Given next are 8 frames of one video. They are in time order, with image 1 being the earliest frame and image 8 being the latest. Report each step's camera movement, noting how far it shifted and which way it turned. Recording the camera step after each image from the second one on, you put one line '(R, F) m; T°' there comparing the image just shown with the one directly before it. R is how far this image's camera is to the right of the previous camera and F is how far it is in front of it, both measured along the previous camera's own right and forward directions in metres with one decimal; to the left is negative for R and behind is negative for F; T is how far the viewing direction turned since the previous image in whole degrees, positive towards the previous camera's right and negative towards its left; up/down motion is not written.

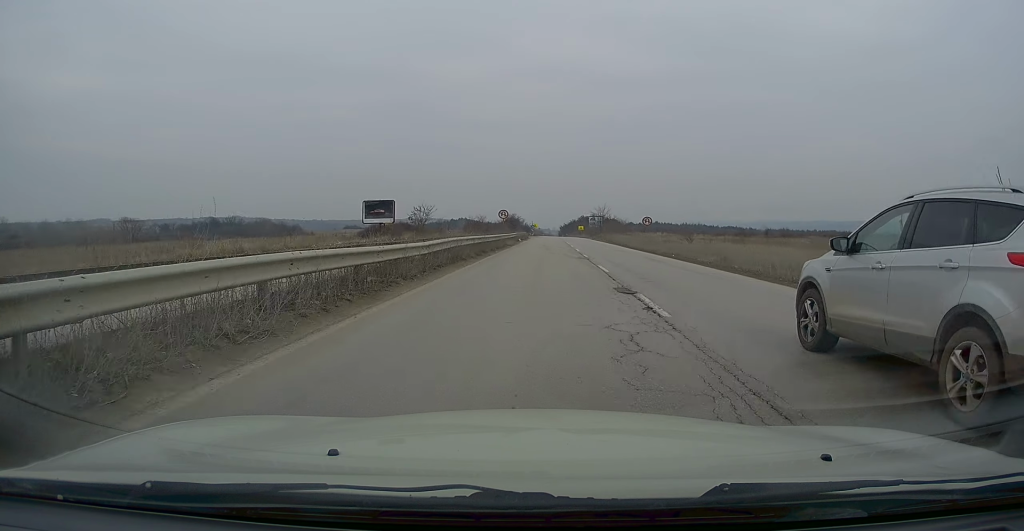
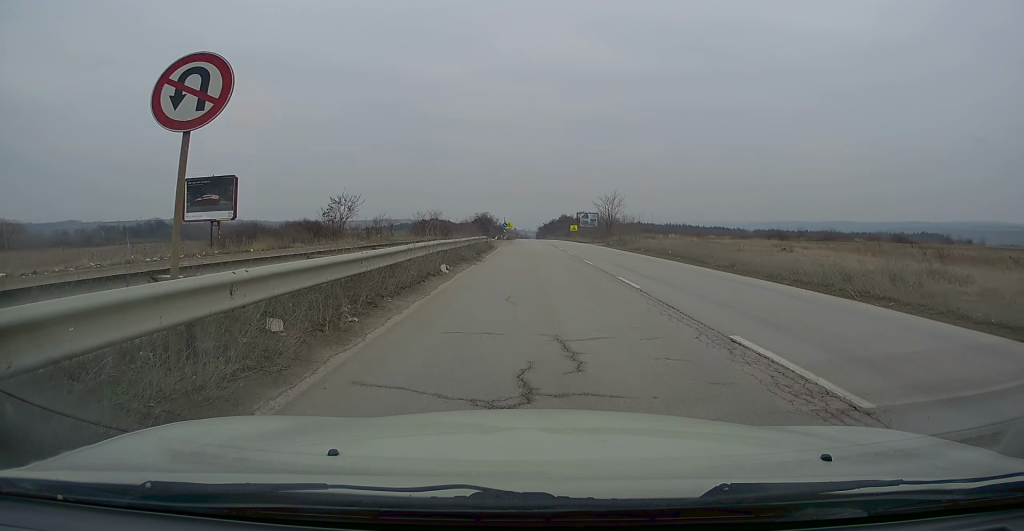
(+0.5, +40.4) m; +1°
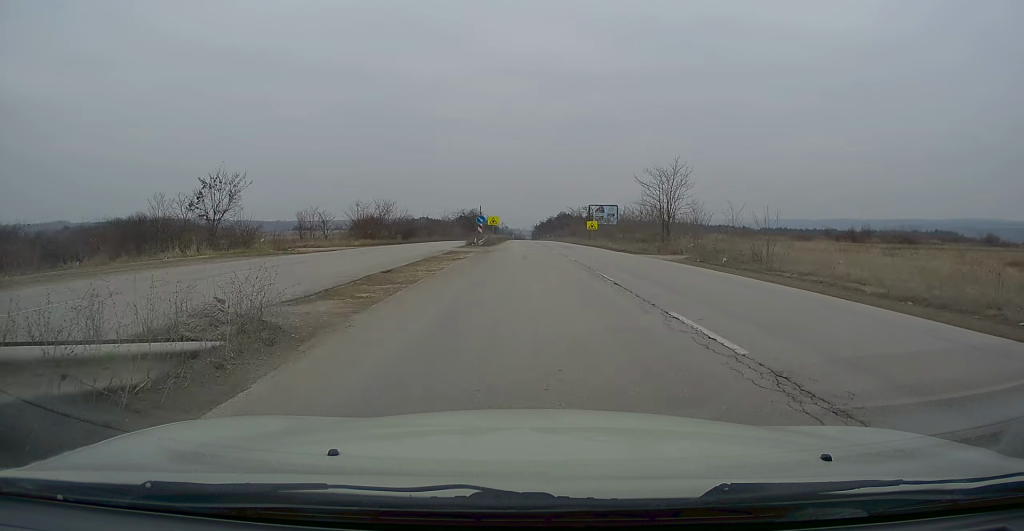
(+0.3, +34.2) m; +1°
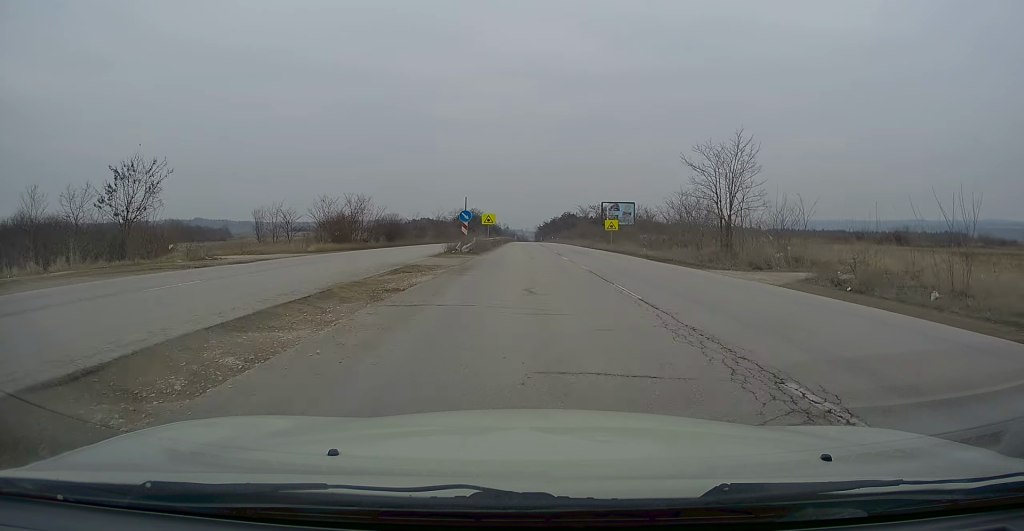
(+0.1, +12.8) m; 0°
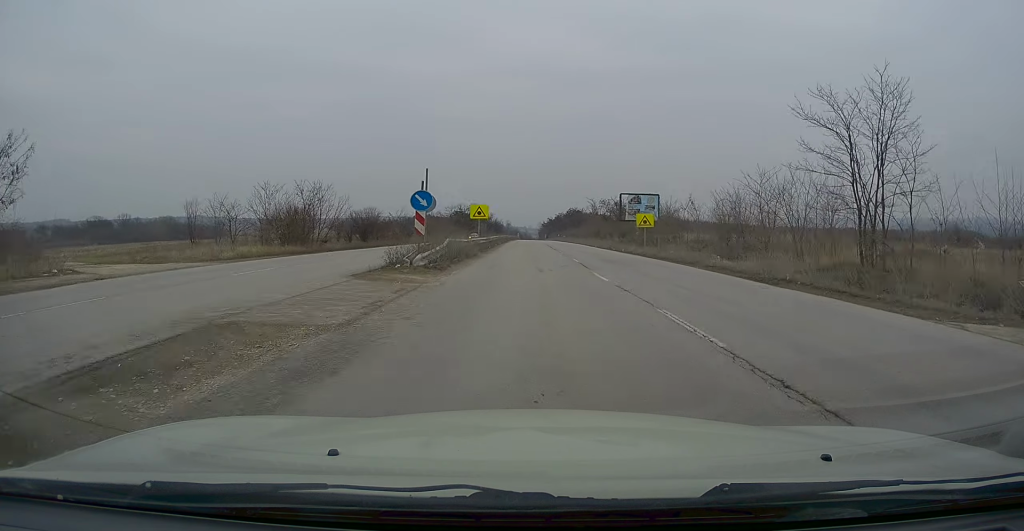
(-0.2, +13.6) m; 0°
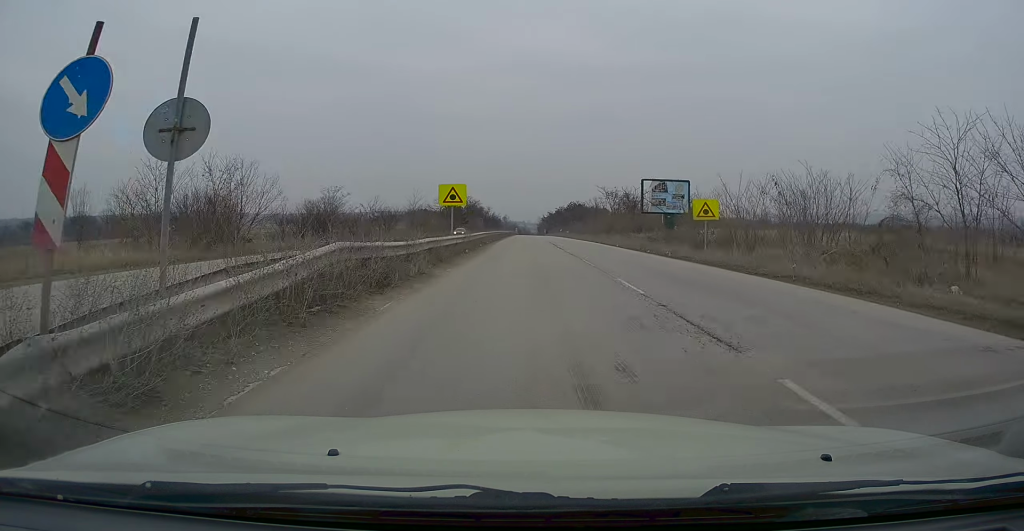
(0.0, +13.6) m; 0°
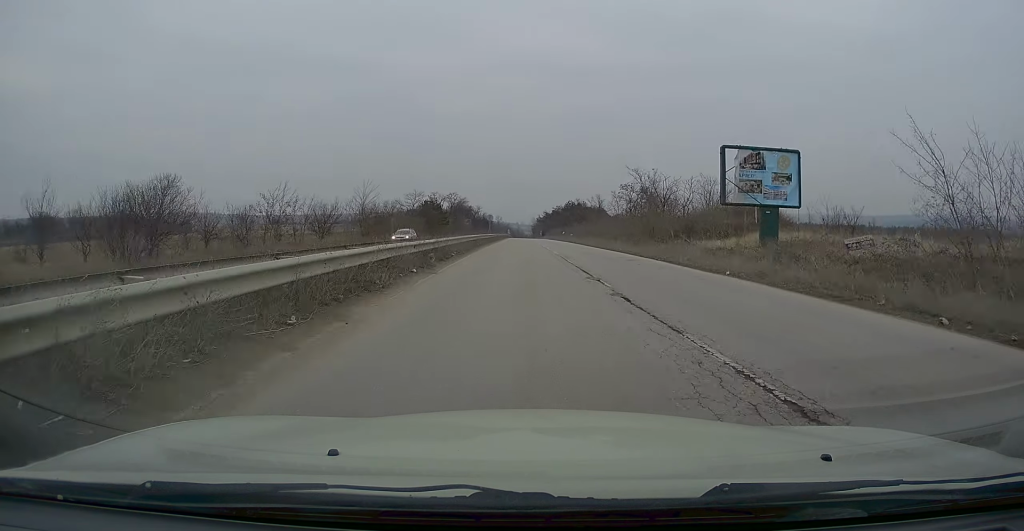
(+0.1, +24.8) m; 0°
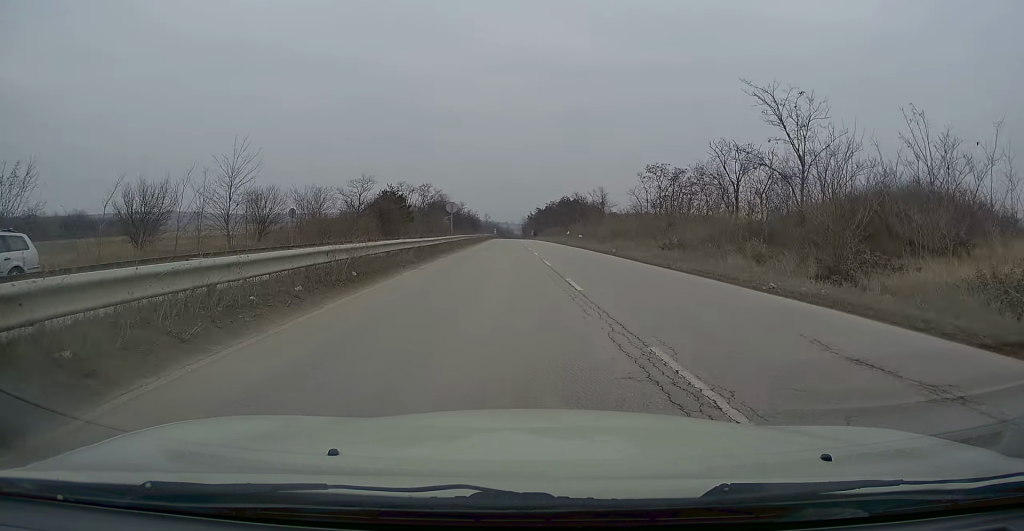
(0.0, +28.0) m; +1°
